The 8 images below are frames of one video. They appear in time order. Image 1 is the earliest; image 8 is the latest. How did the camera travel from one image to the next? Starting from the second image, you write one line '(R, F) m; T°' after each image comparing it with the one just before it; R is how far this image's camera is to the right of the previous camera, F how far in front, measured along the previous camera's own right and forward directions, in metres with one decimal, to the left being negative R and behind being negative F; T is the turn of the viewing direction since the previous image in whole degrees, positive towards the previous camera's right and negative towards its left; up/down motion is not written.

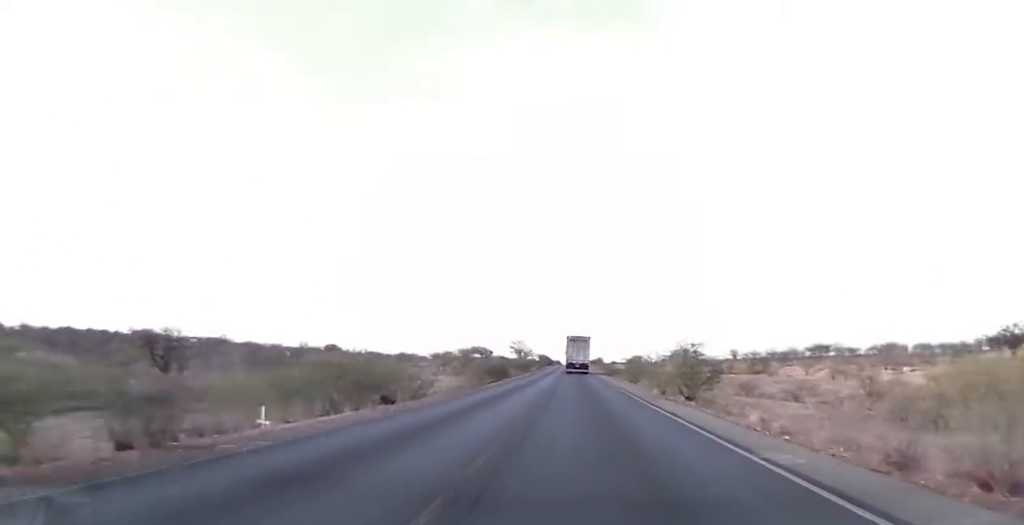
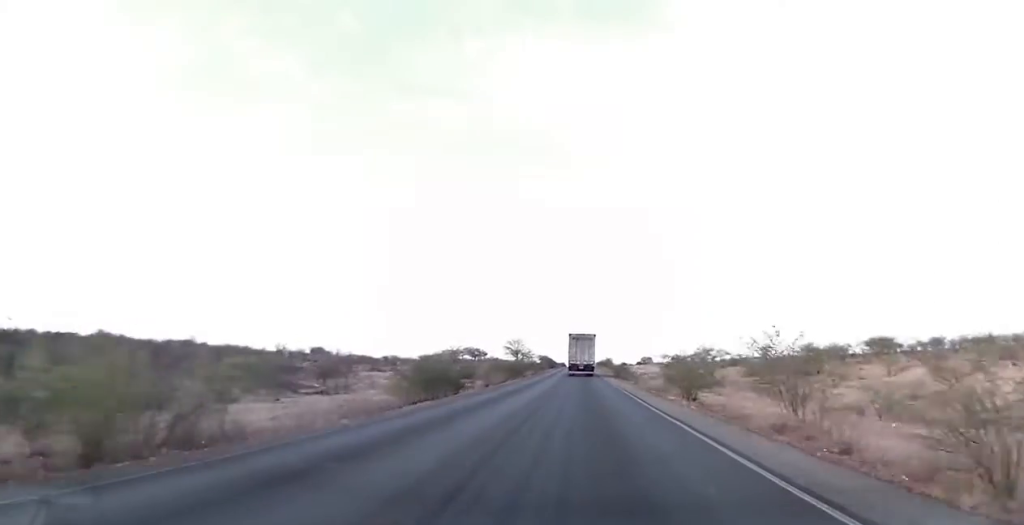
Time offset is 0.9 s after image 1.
(-0.1, +26.6) m; 0°
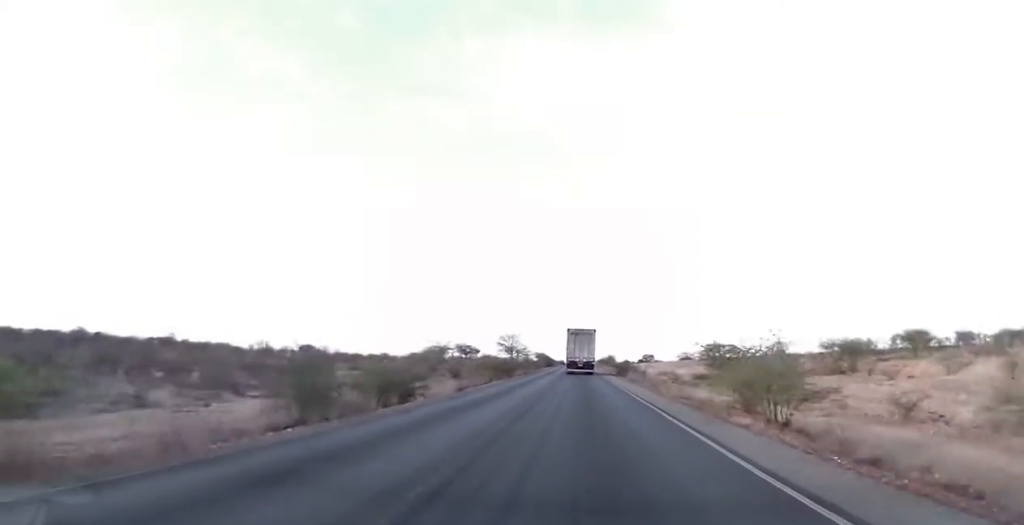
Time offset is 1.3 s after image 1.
(0.0, +12.6) m; 0°
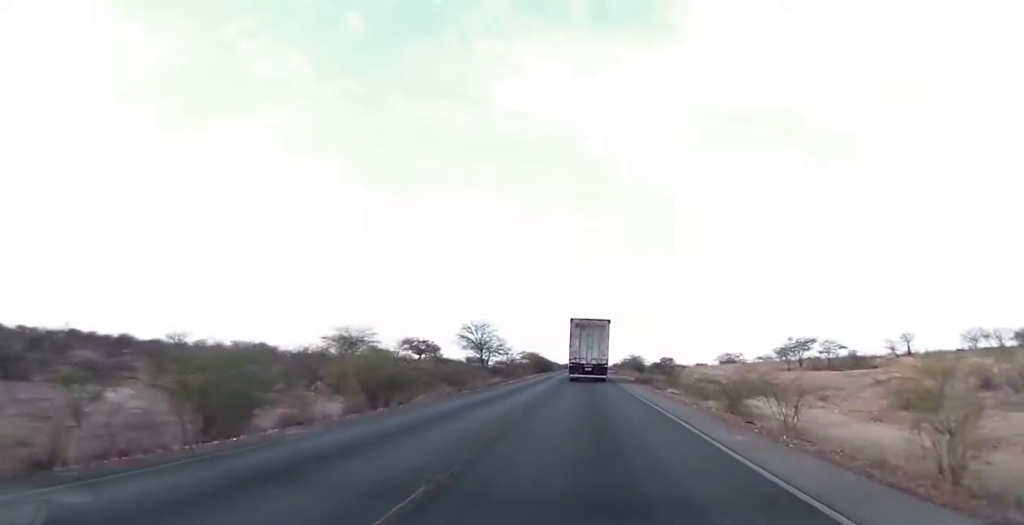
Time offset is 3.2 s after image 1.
(-0.7, +51.2) m; -1°
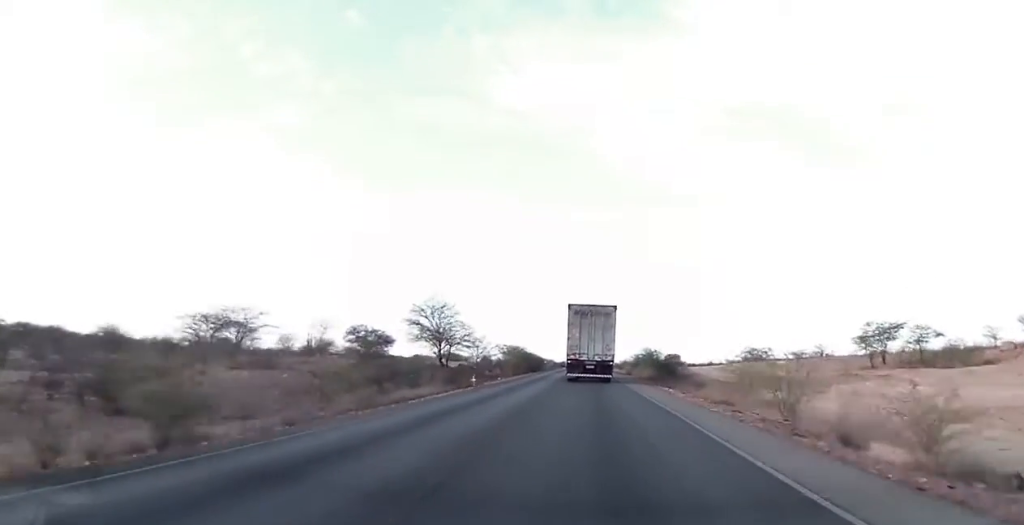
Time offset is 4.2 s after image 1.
(0.0, +25.7) m; 0°
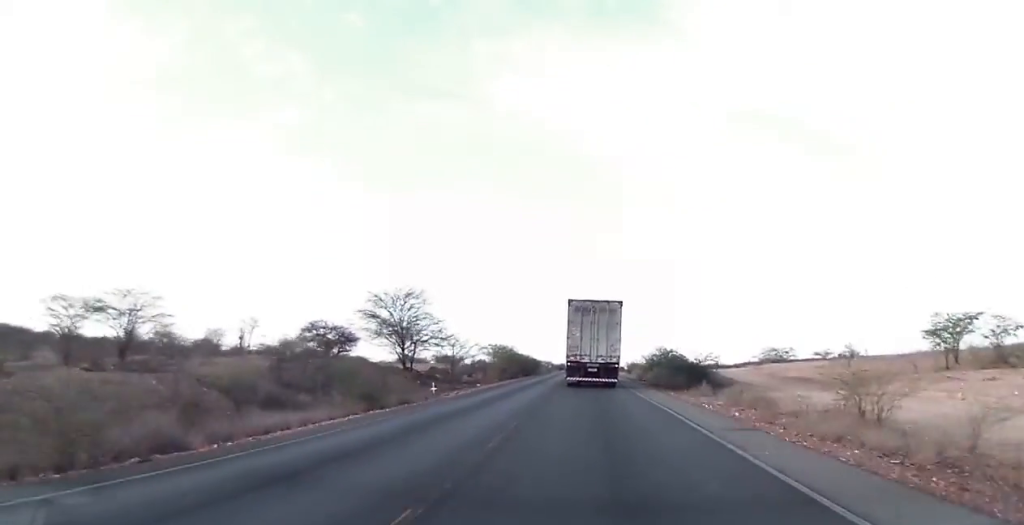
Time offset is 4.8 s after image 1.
(+0.1, +14.5) m; 0°
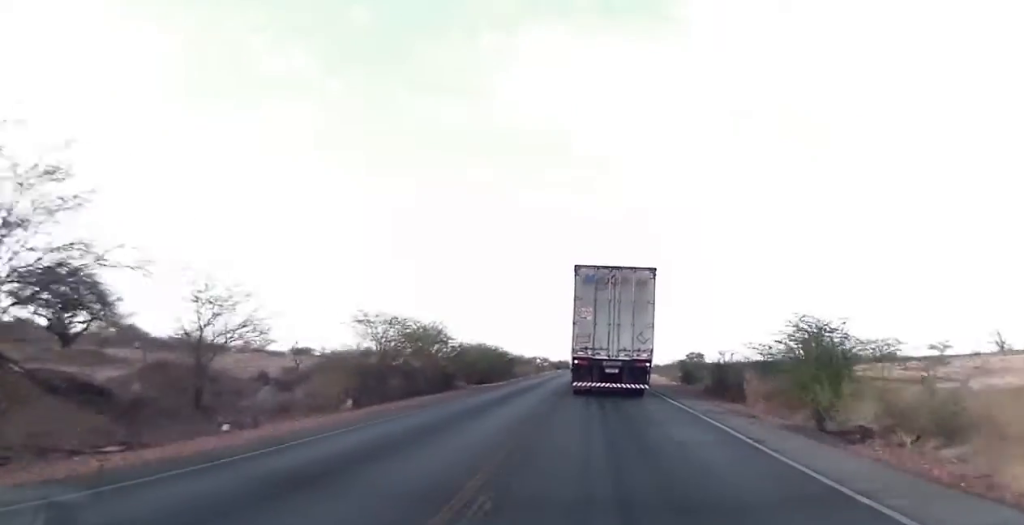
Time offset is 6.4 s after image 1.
(-0.1, +46.4) m; -1°
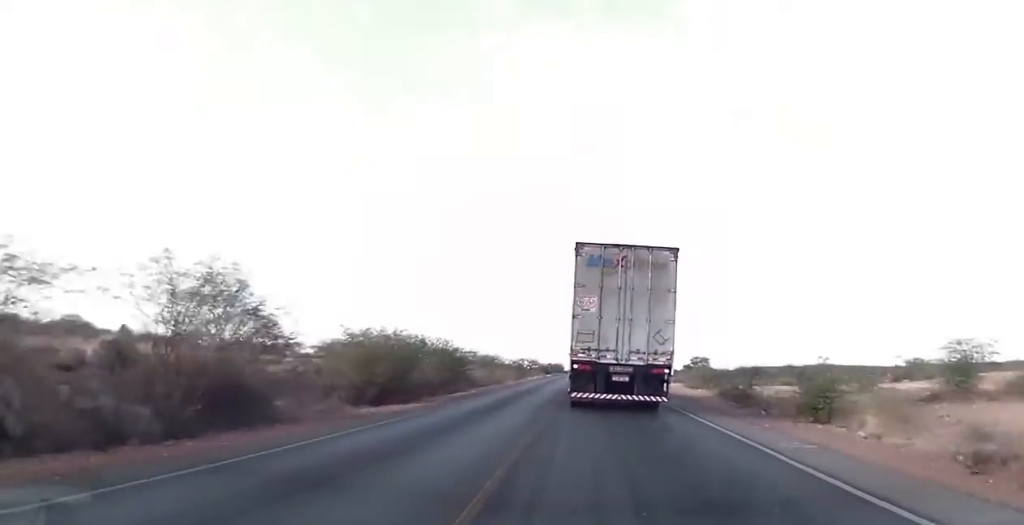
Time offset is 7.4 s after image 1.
(-0.1, +28.5) m; 0°
